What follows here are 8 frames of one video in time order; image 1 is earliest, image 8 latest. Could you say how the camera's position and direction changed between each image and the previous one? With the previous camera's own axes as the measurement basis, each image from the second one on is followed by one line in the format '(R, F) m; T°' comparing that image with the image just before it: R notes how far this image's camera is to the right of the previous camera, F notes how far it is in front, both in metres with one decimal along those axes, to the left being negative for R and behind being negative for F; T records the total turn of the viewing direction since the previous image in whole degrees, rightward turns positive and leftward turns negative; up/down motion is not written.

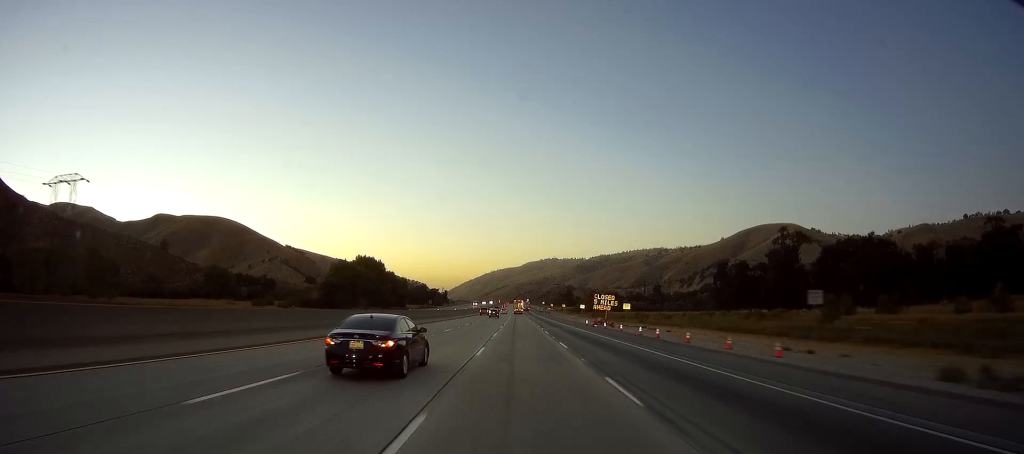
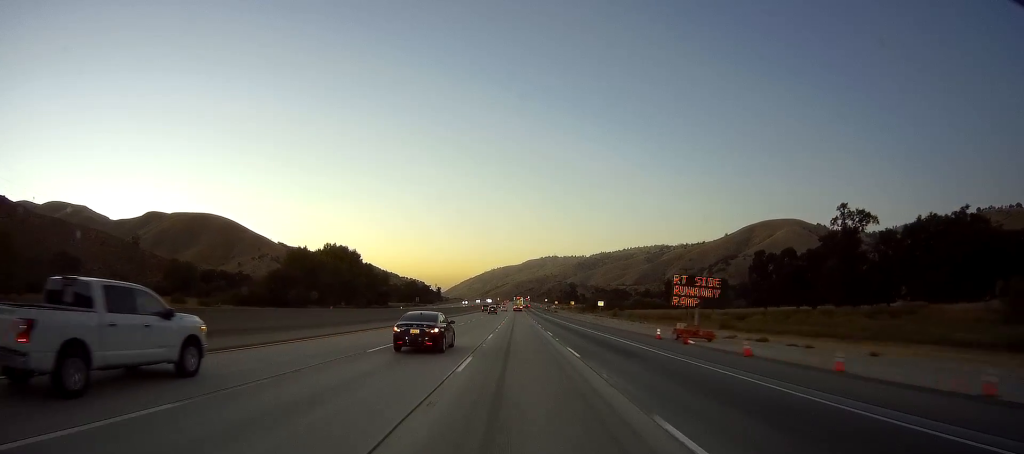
(+0.5, +34.3) m; +1°
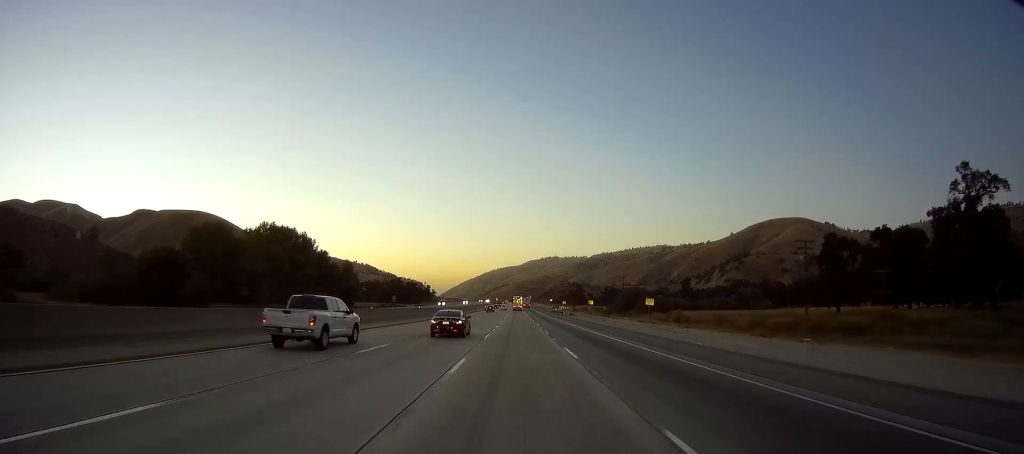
(-0.1, +45.1) m; 0°
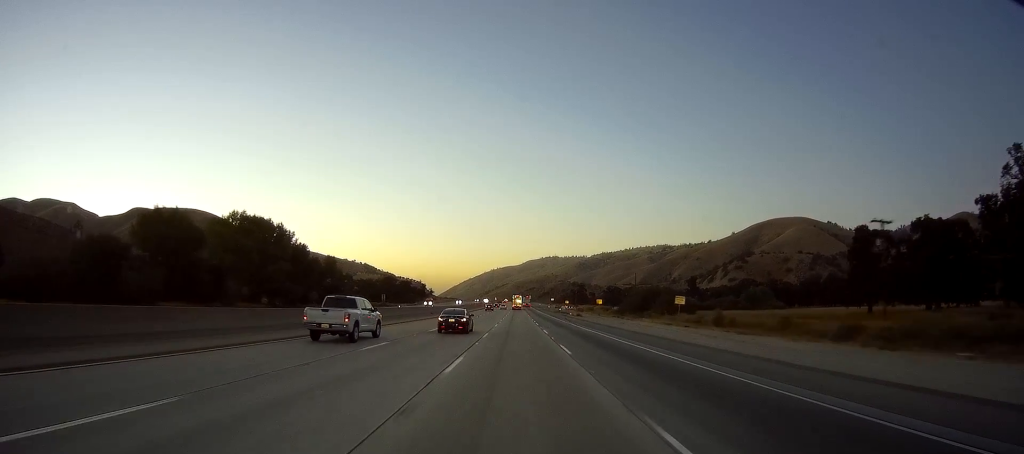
(0.0, +14.7) m; 0°
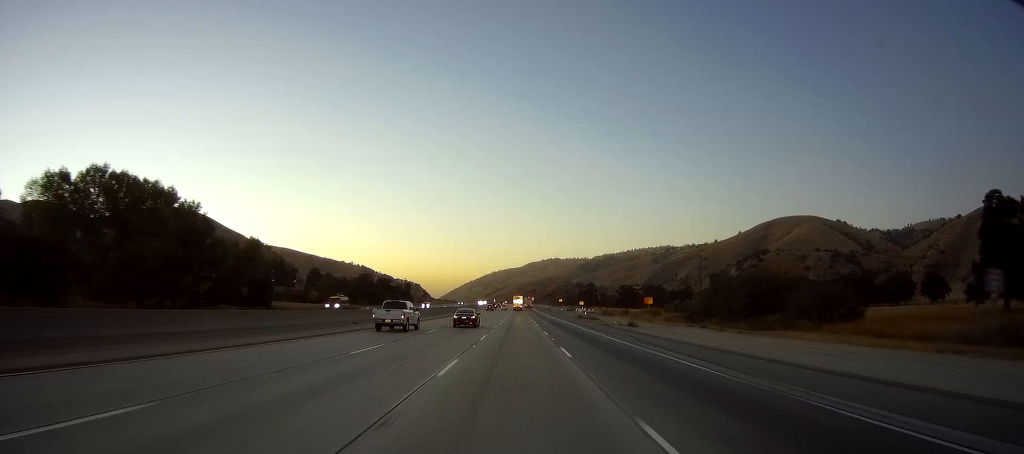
(0.0, +45.0) m; 0°
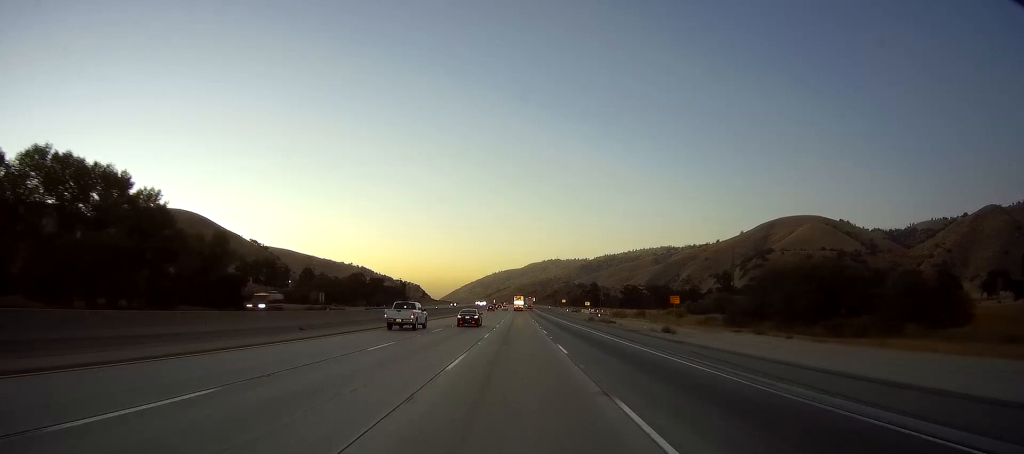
(0.0, +12.7) m; -1°
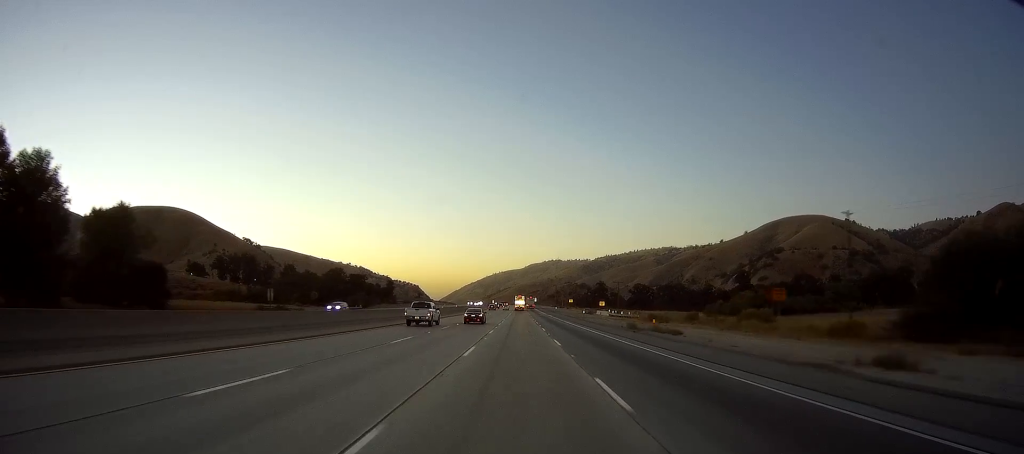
(-0.3, +26.4) m; 0°
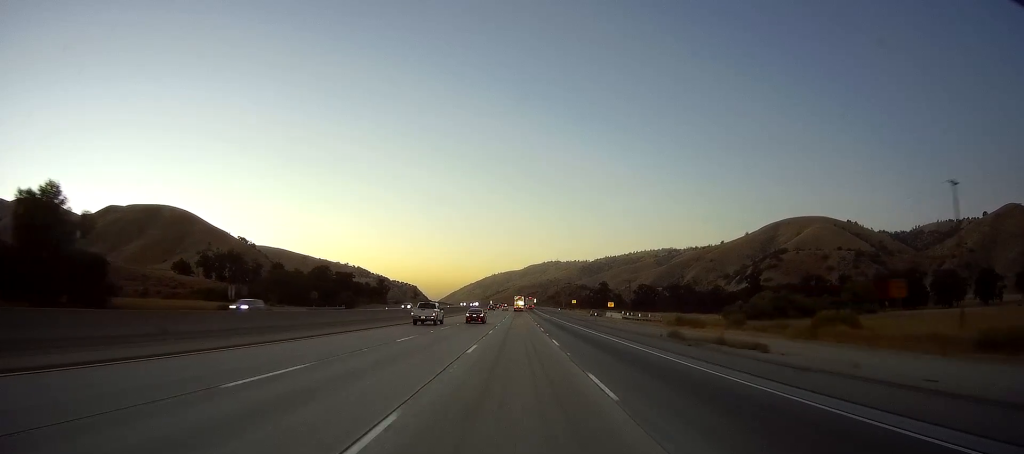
(-0.3, +13.7) m; 0°
